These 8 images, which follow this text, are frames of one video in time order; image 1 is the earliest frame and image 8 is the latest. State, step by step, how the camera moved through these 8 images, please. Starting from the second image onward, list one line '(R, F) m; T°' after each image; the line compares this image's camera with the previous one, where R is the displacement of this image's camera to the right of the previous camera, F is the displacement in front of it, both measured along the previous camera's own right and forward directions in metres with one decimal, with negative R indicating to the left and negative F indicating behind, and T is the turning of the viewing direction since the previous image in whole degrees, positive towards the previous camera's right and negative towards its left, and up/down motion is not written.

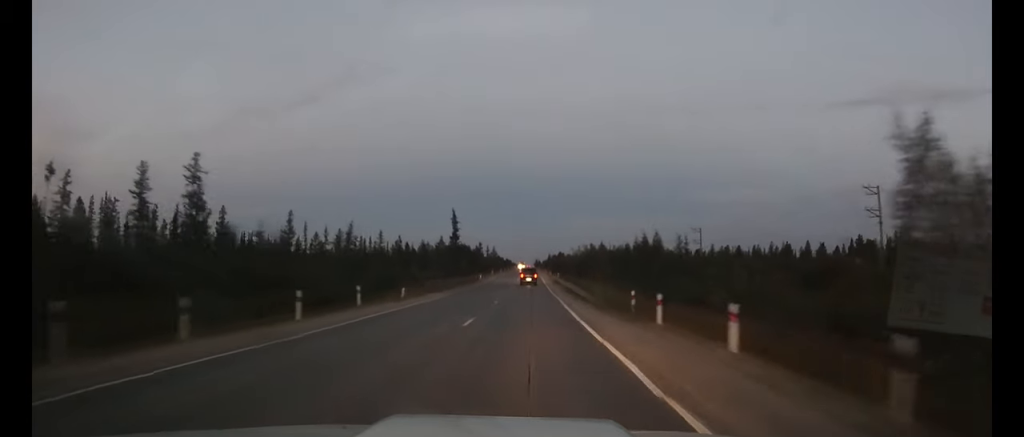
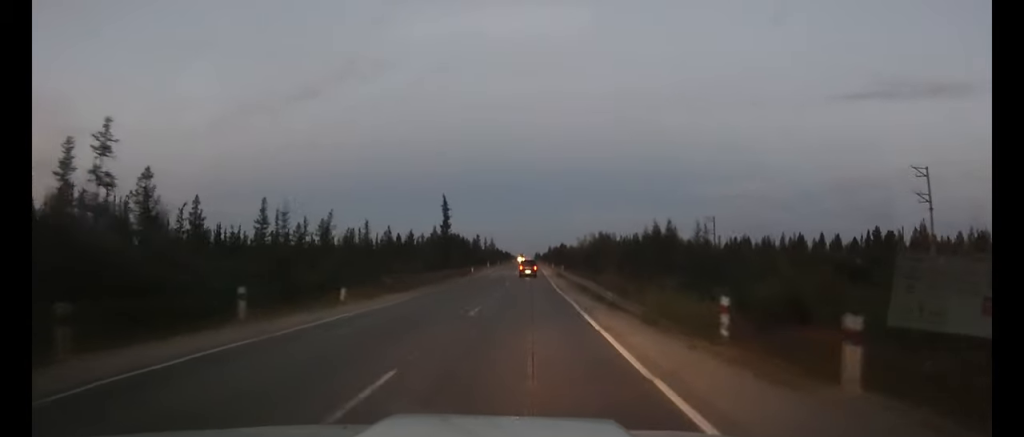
(0.0, +11.4) m; 0°
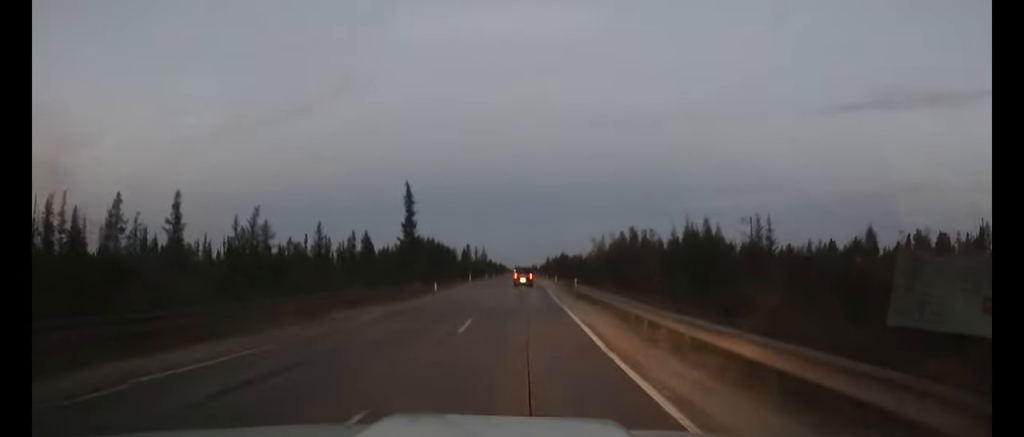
(0.0, +27.4) m; 0°
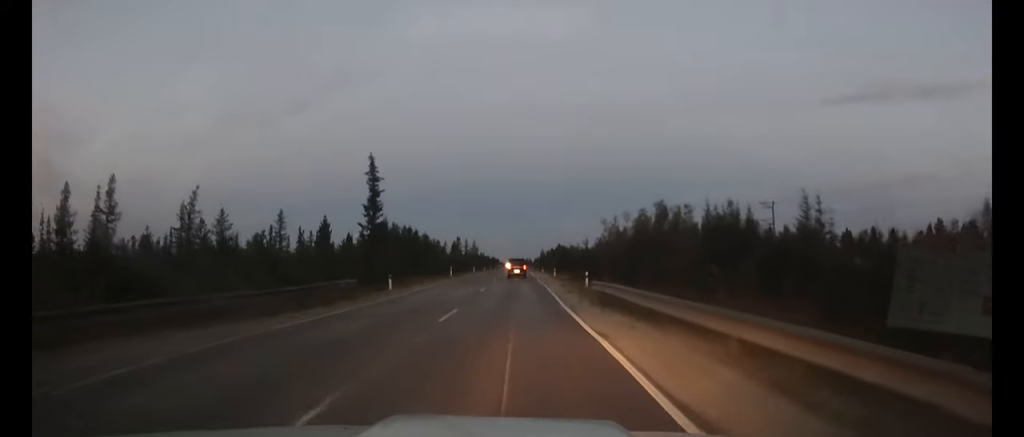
(0.0, +14.6) m; 0°
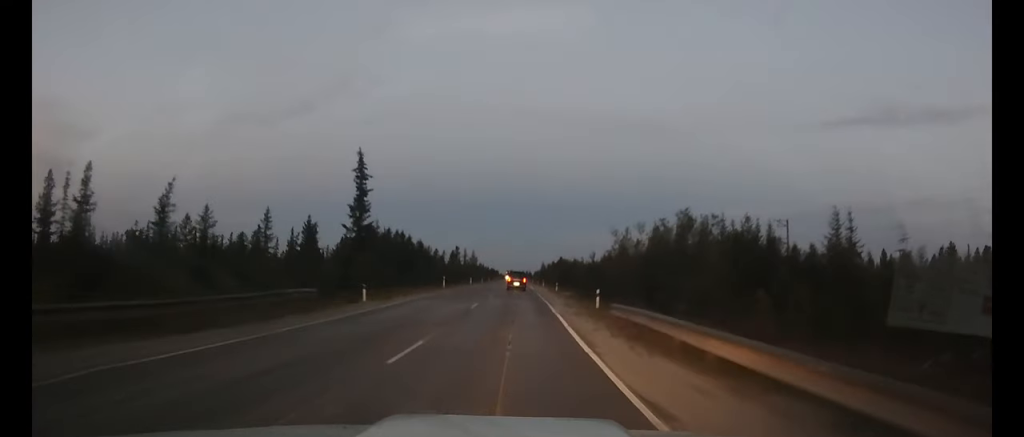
(0.0, +5.7) m; 0°
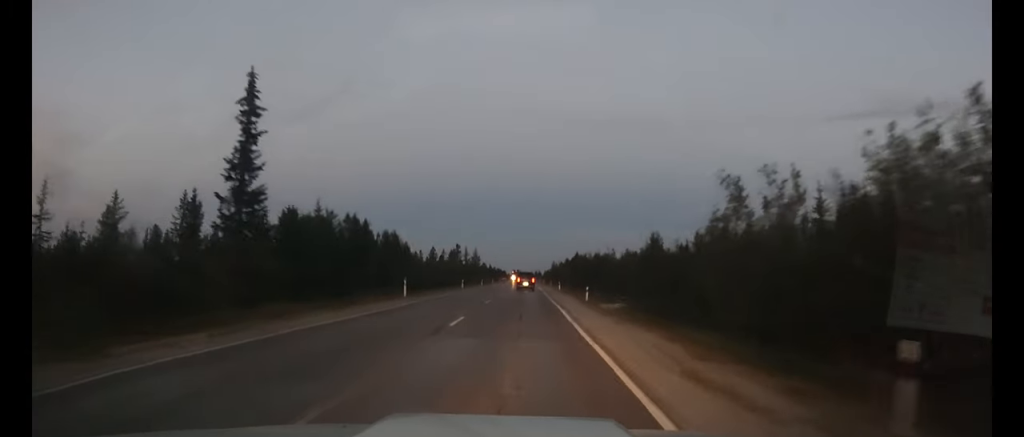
(+0.1, +23.5) m; 0°
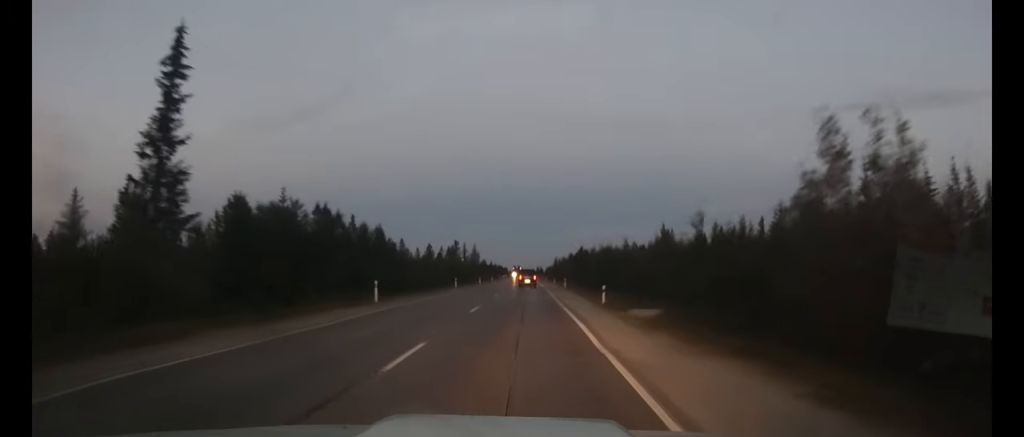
(0.0, +7.4) m; 0°
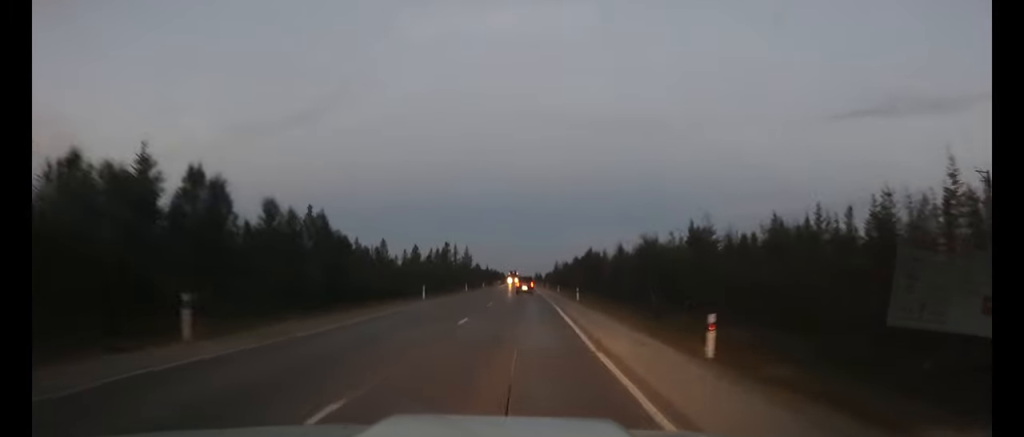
(-0.1, +16.9) m; 0°
